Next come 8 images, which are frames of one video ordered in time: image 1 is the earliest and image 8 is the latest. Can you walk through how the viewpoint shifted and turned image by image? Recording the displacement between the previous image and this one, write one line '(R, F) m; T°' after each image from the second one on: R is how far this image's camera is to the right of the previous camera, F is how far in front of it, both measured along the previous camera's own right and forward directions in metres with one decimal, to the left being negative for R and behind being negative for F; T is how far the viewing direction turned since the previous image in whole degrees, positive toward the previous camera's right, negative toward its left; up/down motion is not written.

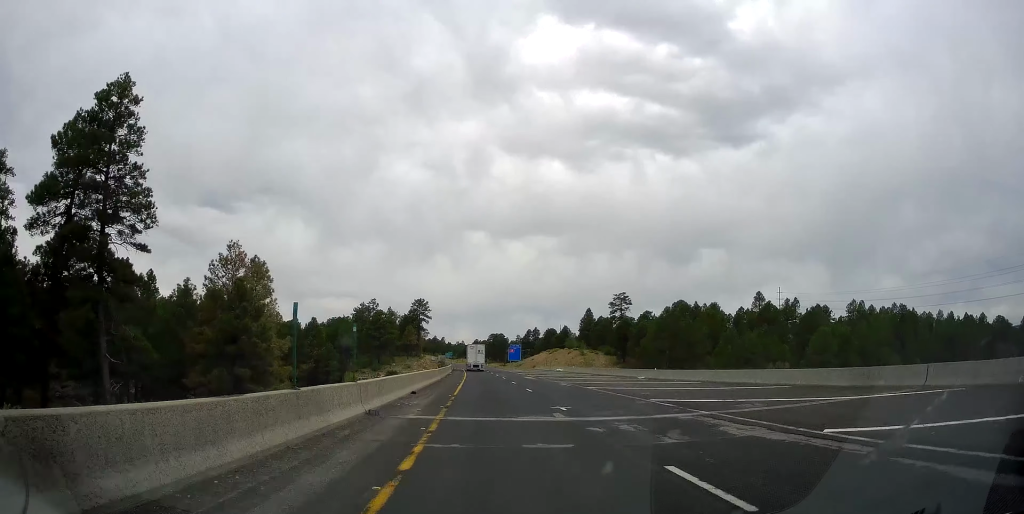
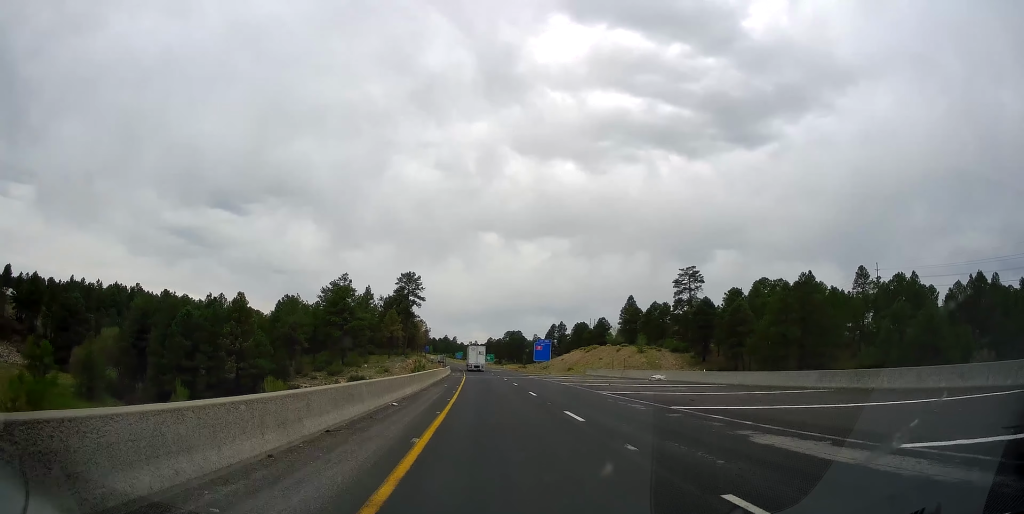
(-0.3, +51.3) m; 0°
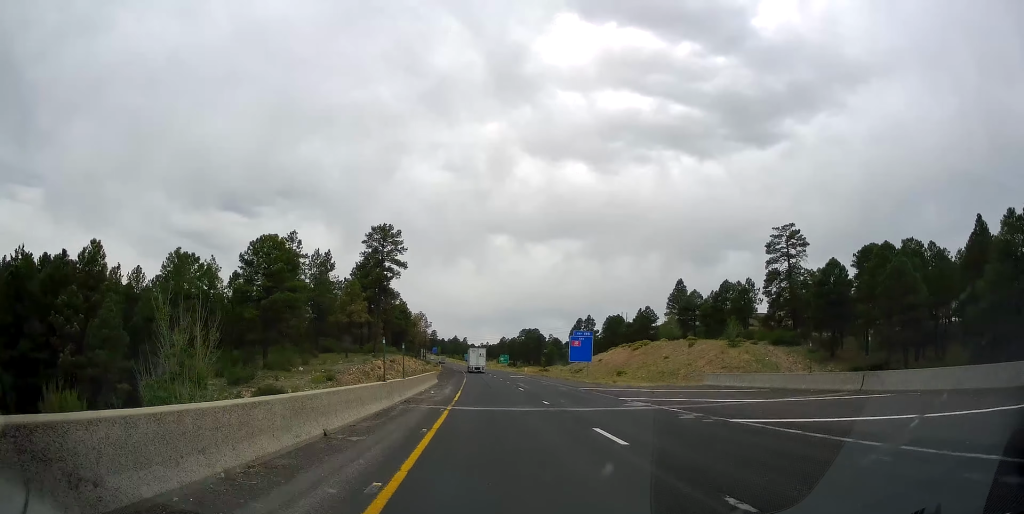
(-0.4, +41.3) m; -1°
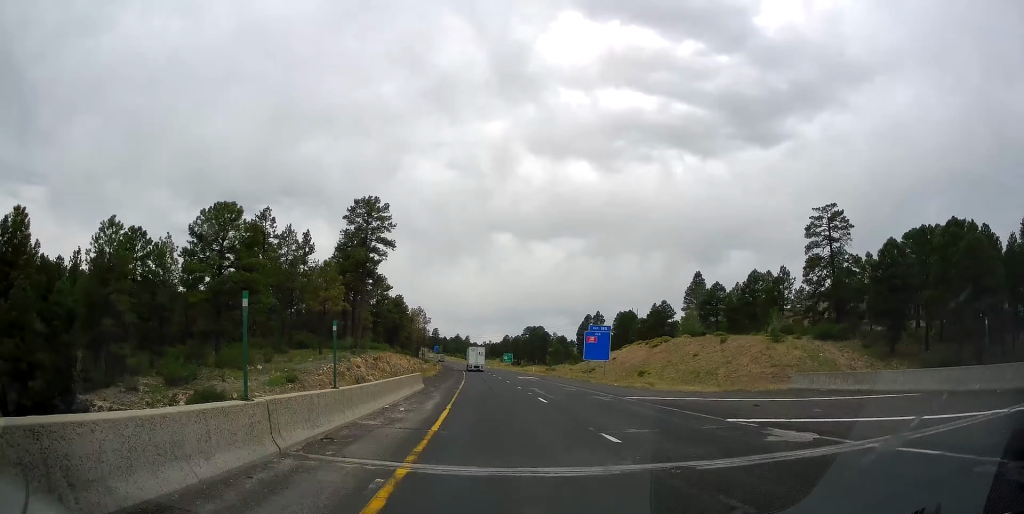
(-0.1, +12.1) m; 0°
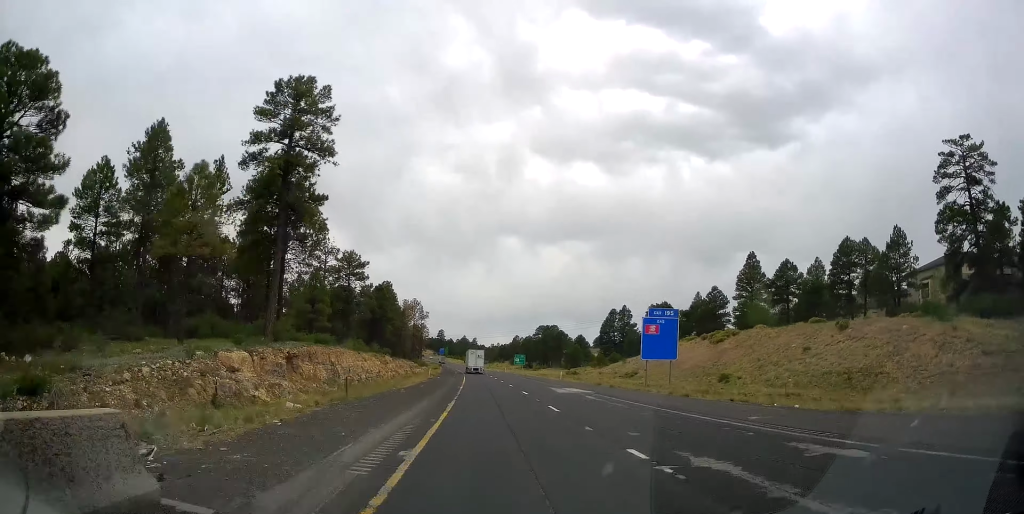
(+0.2, +28.2) m; 0°
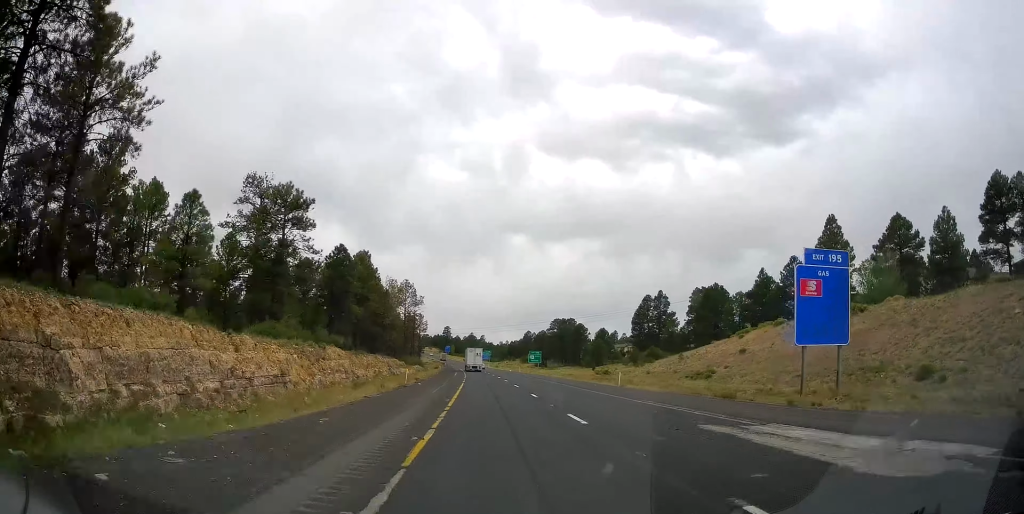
(-0.4, +29.2) m; -2°
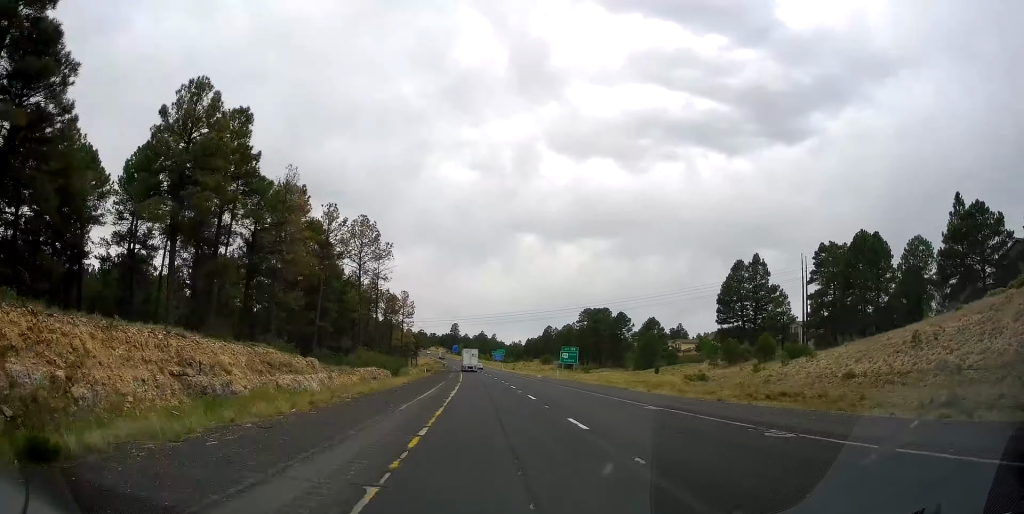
(-0.9, +49.5) m; -1°
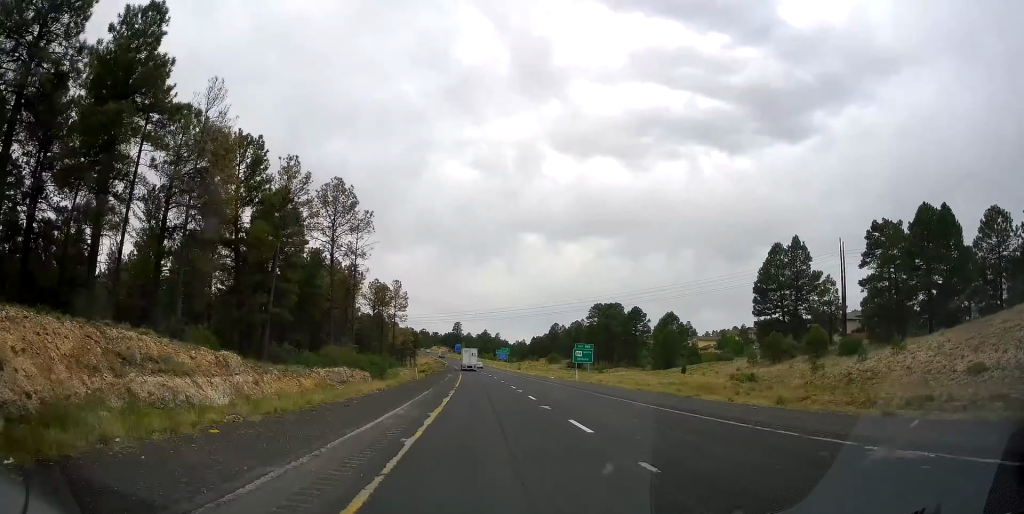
(+0.2, +13.2) m; 0°
